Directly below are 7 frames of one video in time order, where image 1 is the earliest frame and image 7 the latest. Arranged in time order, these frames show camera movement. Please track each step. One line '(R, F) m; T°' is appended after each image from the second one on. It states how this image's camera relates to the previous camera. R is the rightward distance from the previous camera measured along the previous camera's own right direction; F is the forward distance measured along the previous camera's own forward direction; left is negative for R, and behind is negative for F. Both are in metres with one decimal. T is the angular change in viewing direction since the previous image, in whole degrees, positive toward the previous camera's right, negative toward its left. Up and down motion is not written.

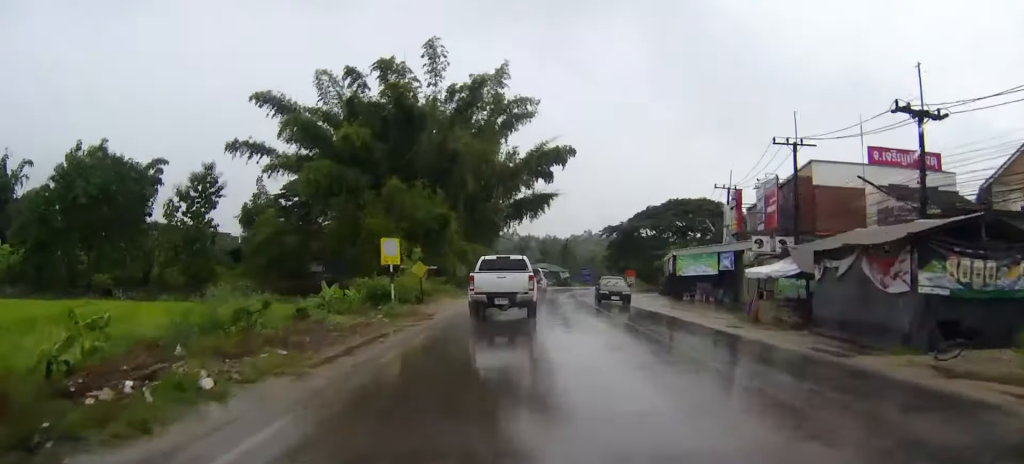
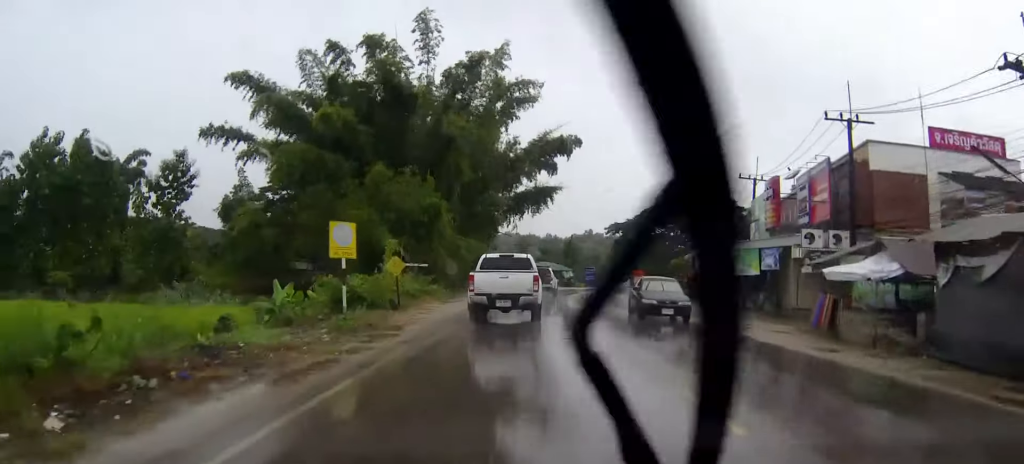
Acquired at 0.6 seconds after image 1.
(0.0, +7.1) m; 0°
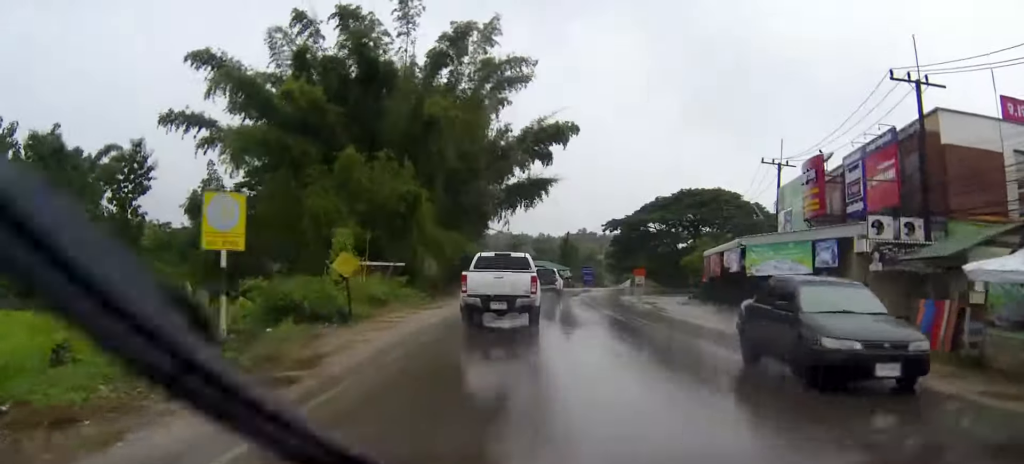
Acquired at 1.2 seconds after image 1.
(0.0, +7.4) m; 0°
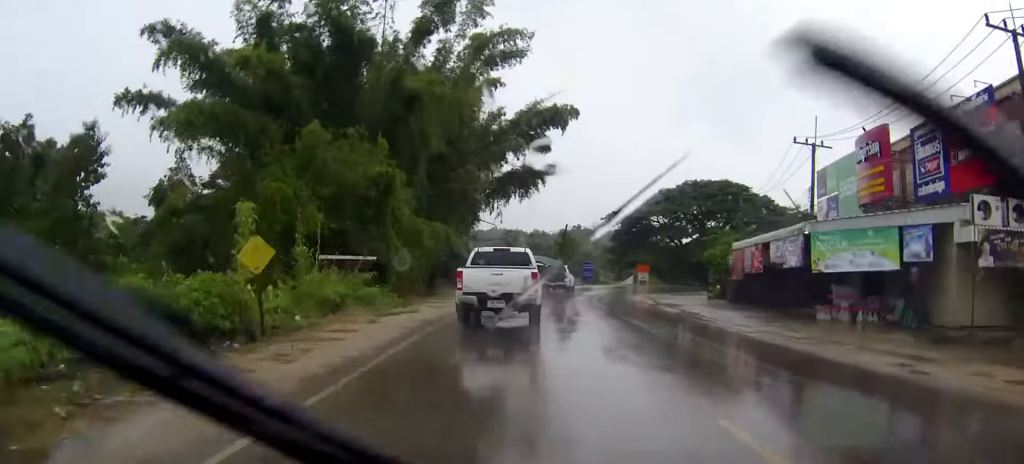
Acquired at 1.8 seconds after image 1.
(+0.1, +7.3) m; 0°
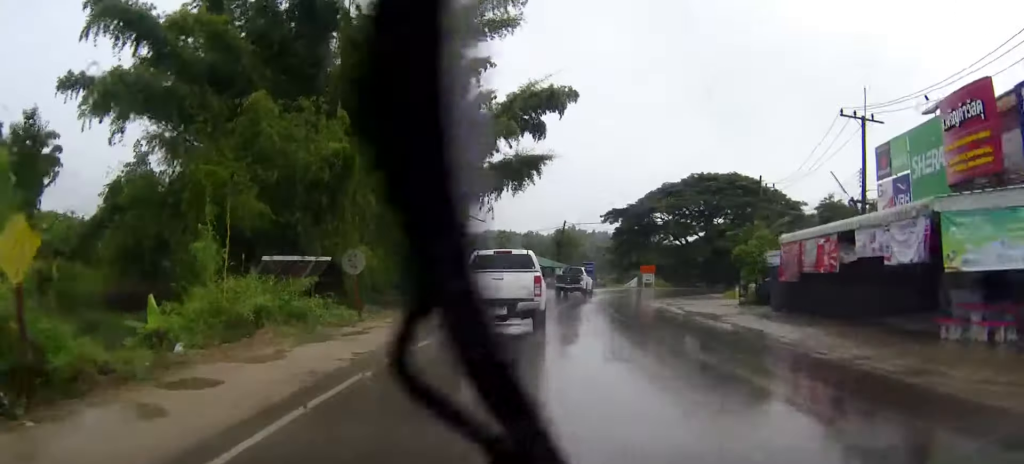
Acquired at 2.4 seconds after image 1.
(0.0, +7.9) m; 0°
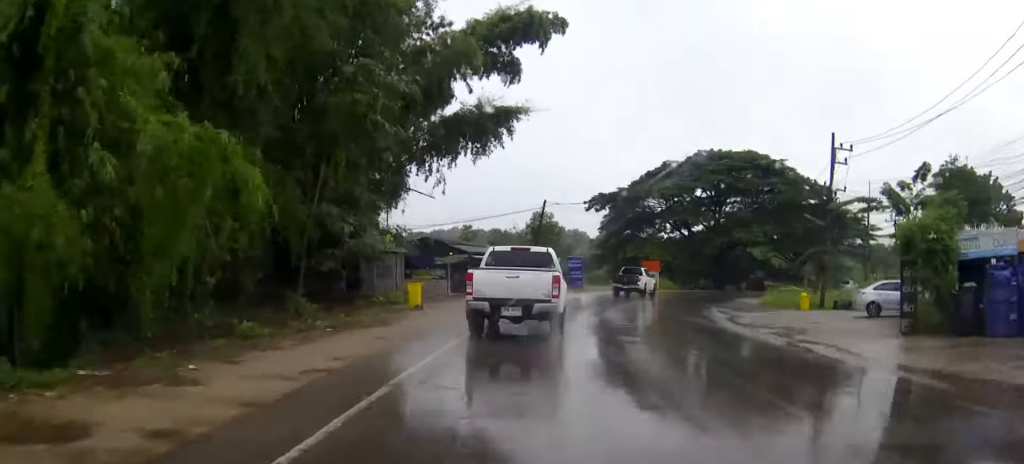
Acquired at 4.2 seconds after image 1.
(+0.3, +19.9) m; +2°
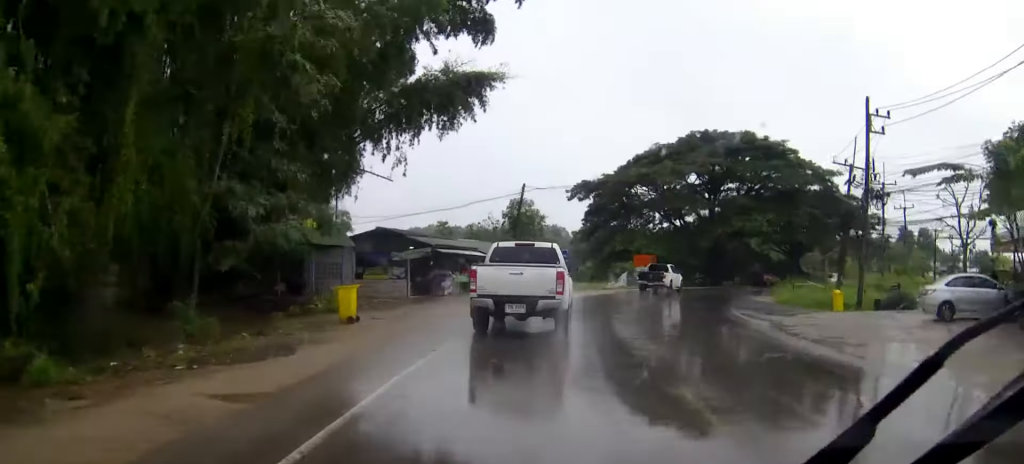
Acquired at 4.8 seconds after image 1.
(0.0, +7.4) m; +1°
